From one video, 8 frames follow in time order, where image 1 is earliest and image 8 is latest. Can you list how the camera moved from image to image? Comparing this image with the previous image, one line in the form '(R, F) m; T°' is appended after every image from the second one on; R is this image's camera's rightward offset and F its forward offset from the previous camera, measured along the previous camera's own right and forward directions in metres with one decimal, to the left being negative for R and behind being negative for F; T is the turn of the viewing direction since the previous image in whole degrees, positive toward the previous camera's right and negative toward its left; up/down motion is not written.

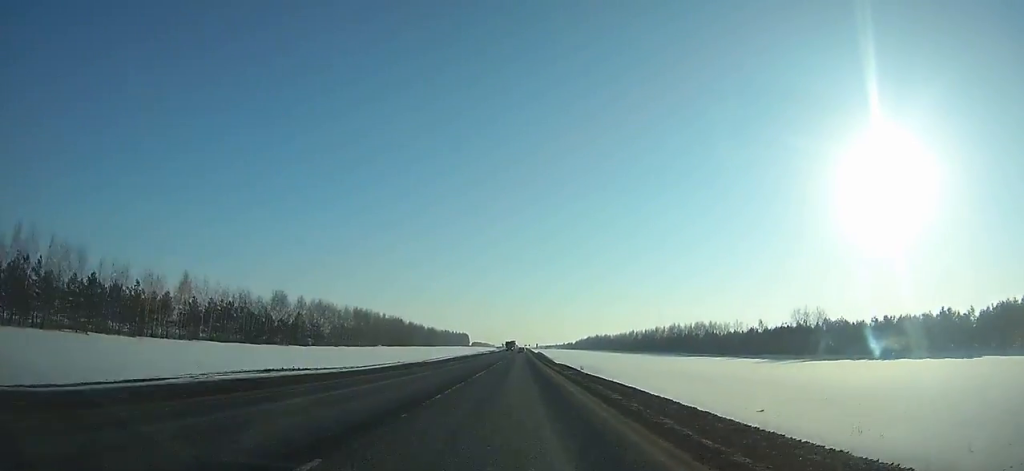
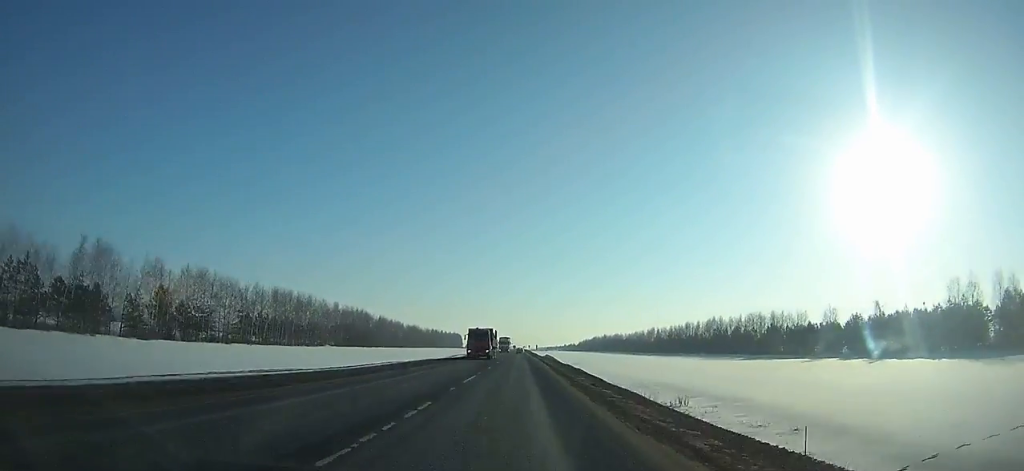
(+0.1, +69.2) m; 0°
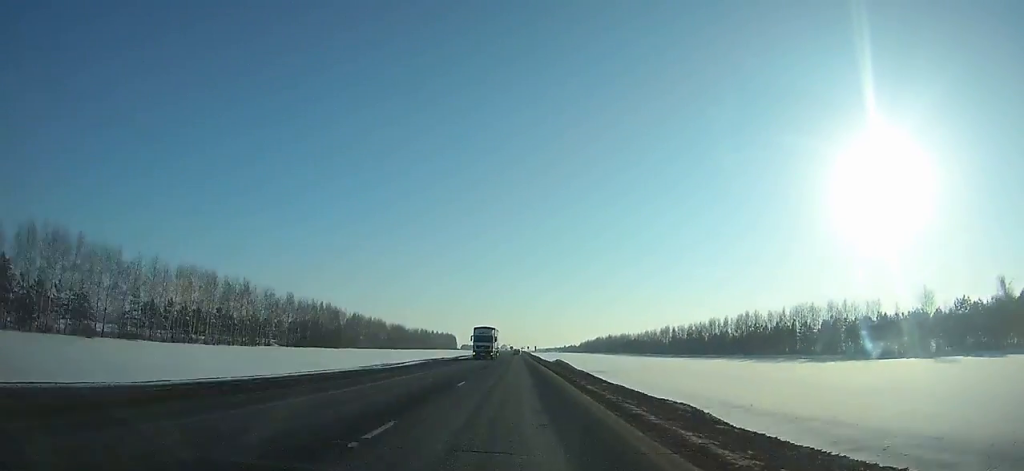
(-0.2, +39.9) m; 0°
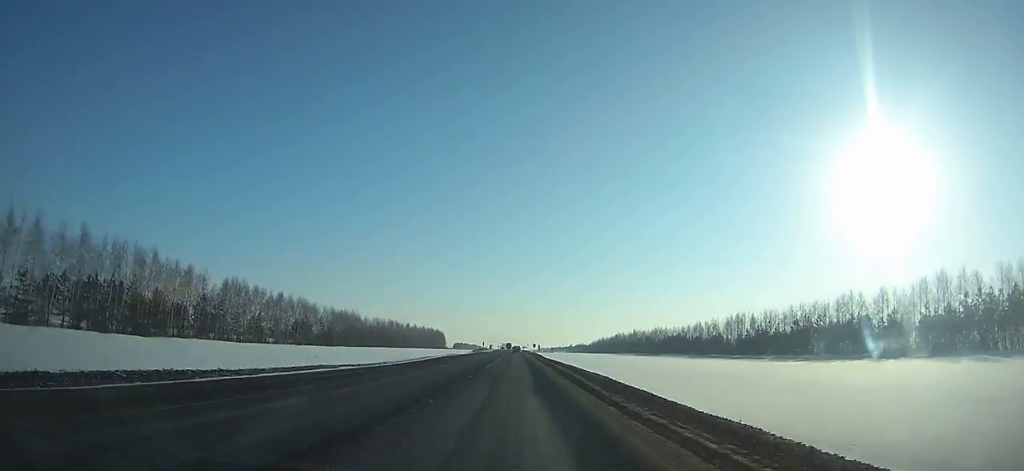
(+0.2, +102.8) m; 0°
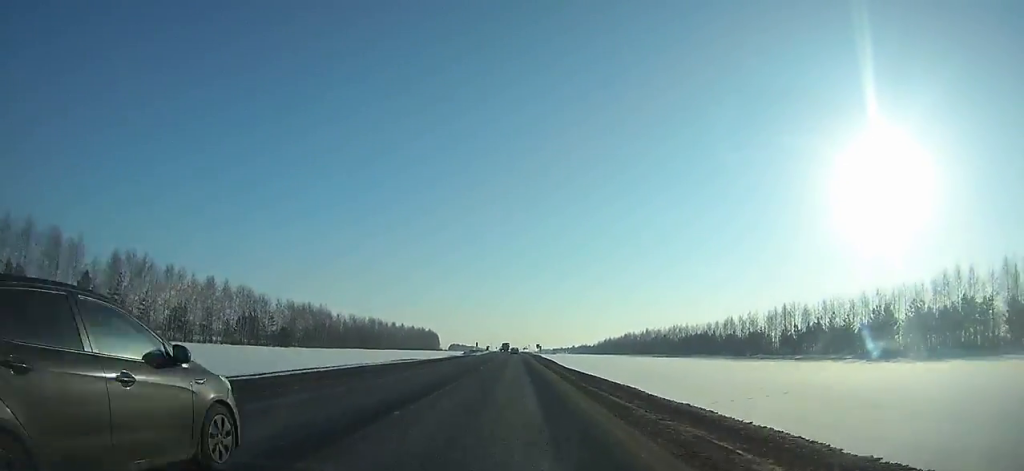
(+0.1, +39.7) m; 0°
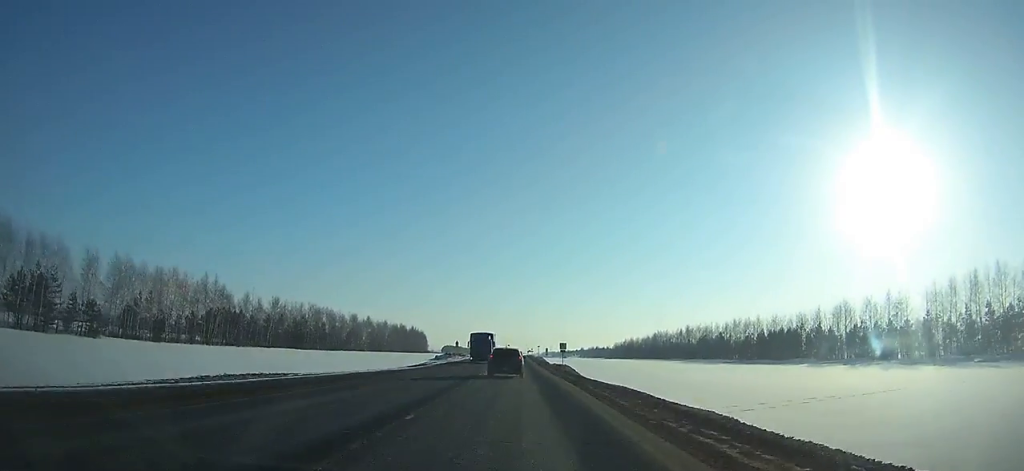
(-0.2, +80.9) m; 0°
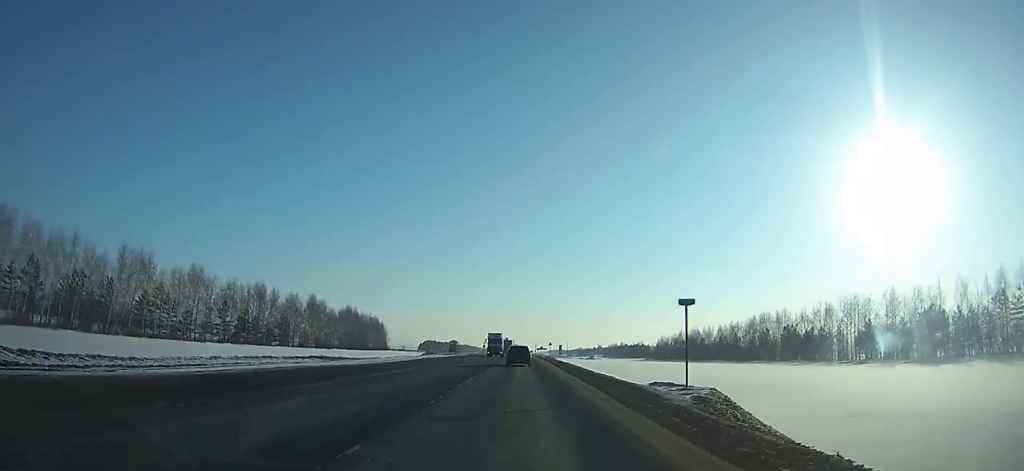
(+0.6, +136.7) m; 0°
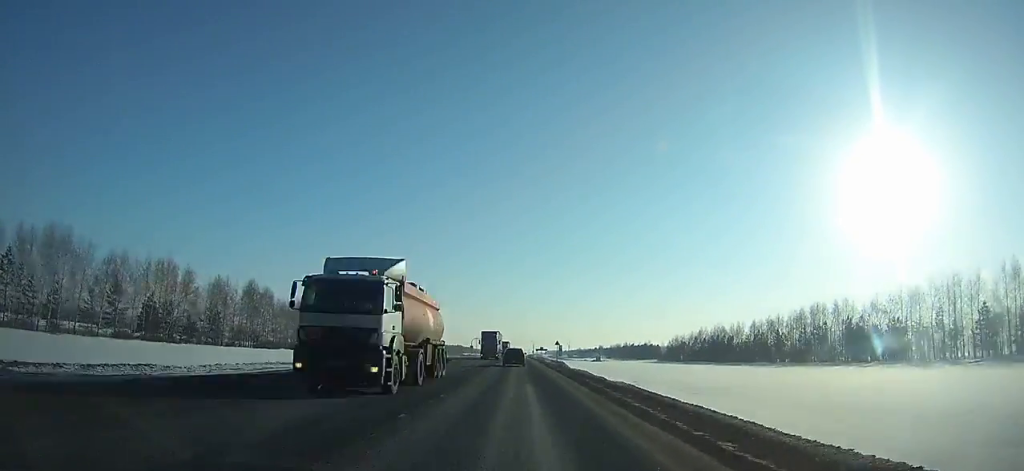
(+0.1, +38.8) m; 0°
